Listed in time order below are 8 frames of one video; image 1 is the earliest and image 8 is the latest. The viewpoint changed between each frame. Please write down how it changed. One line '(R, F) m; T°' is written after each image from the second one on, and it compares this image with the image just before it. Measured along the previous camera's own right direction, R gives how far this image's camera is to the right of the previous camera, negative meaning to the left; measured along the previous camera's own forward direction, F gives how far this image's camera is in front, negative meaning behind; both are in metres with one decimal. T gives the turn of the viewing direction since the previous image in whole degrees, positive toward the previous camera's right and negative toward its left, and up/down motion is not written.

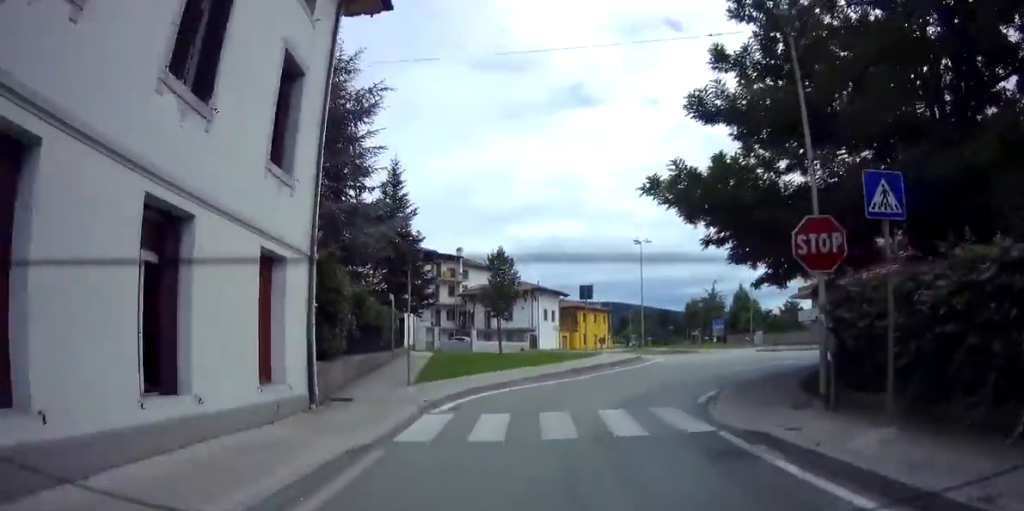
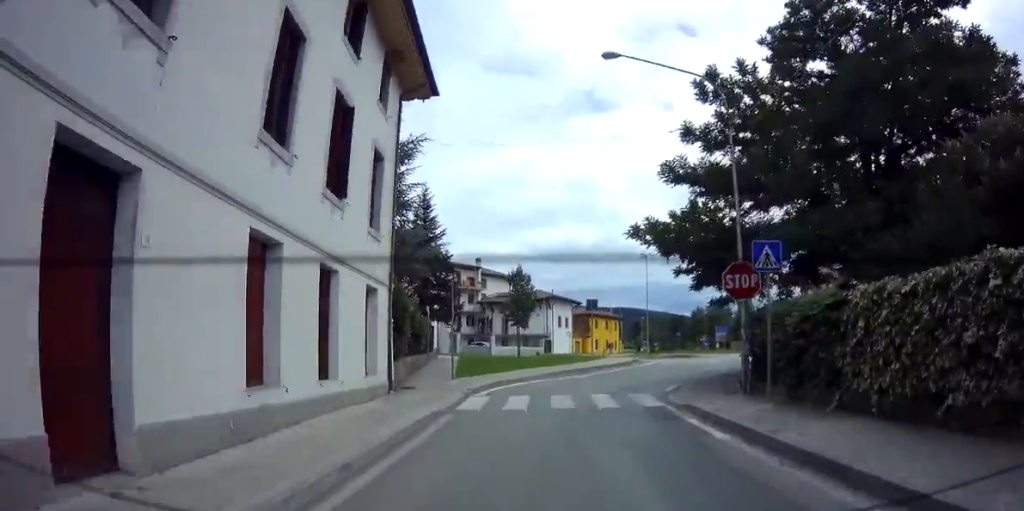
(-0.4, +4.1) m; -5°
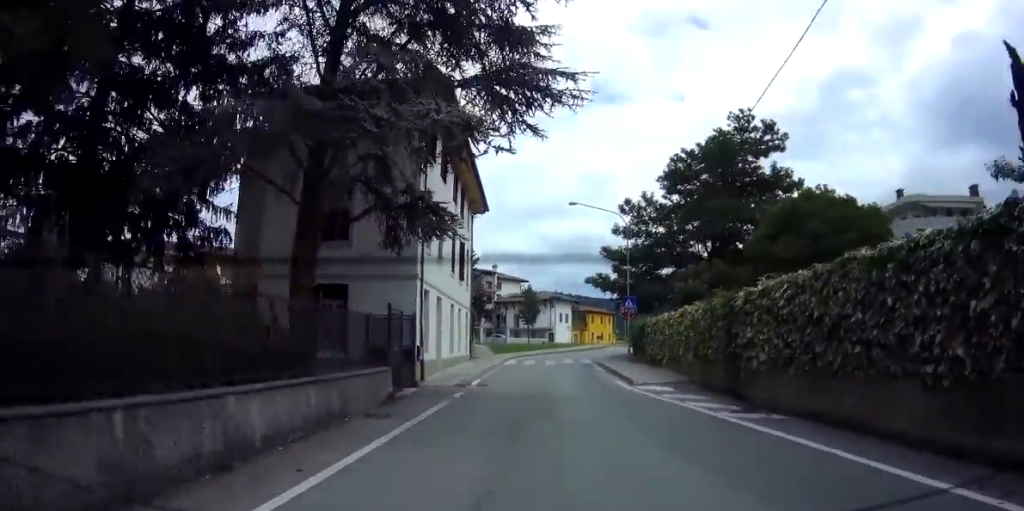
(-0.2, +16.8) m; +2°
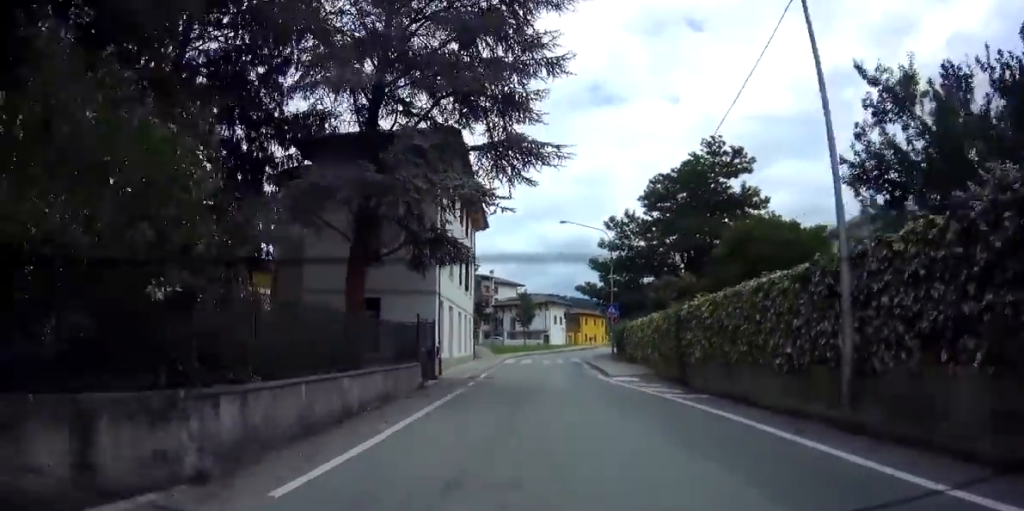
(+0.1, +4.1) m; +1°
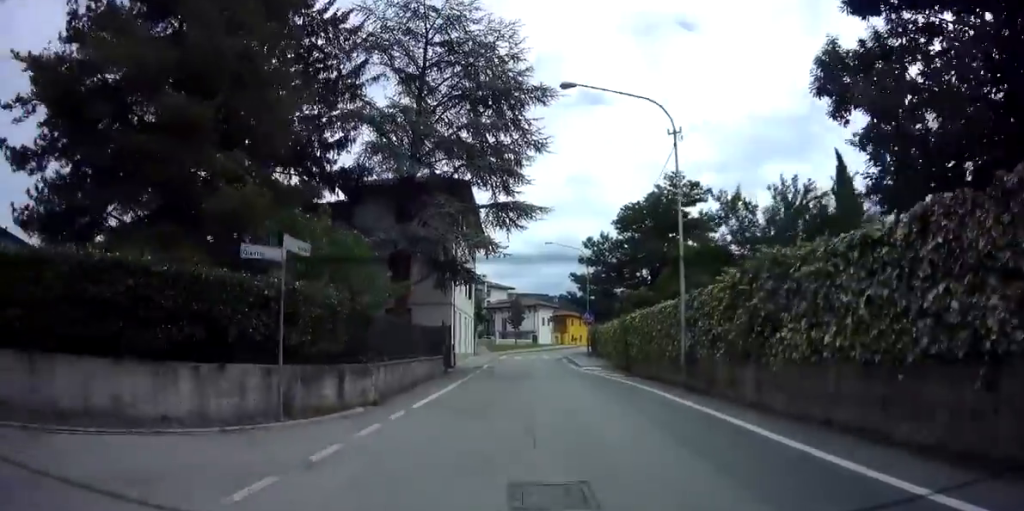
(+0.1, +7.1) m; 0°
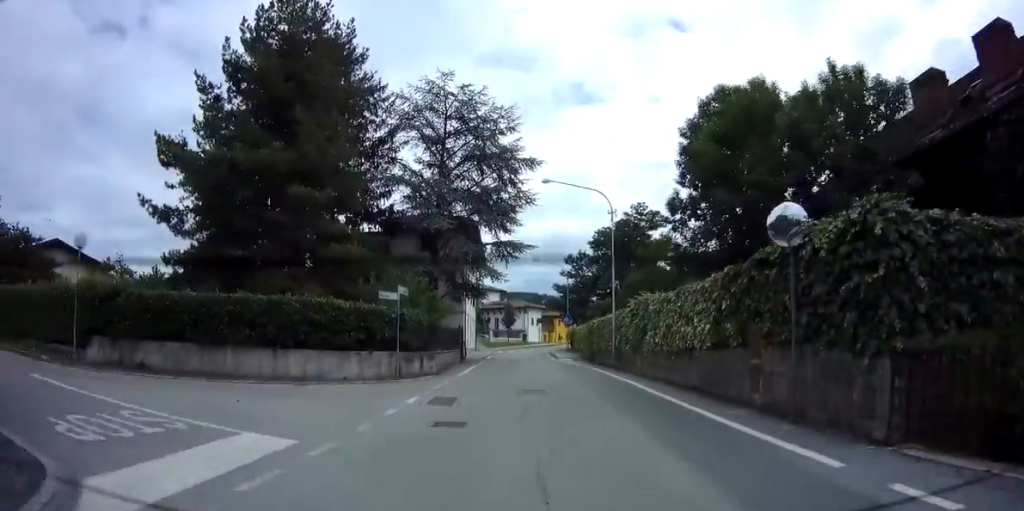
(-0.1, +9.5) m; +1°
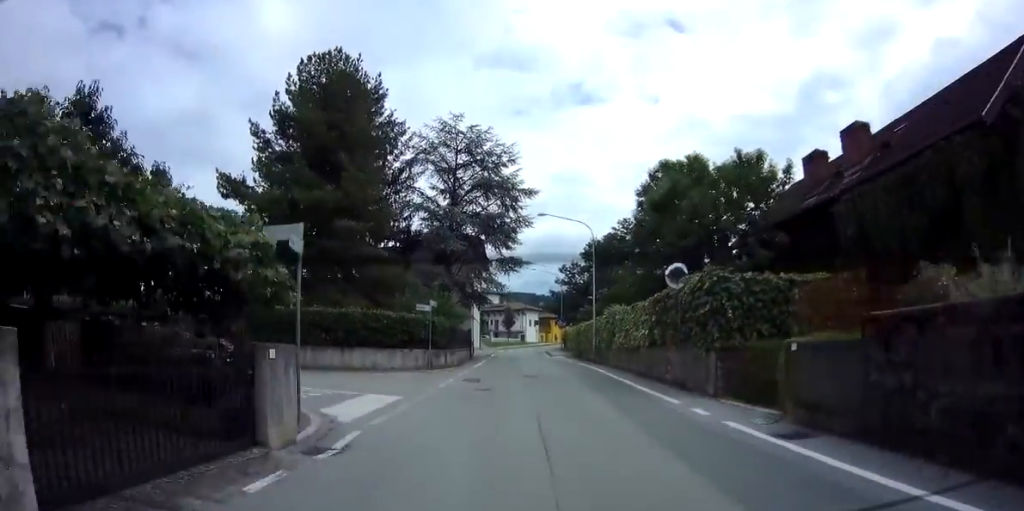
(0.0, +6.4) m; +1°
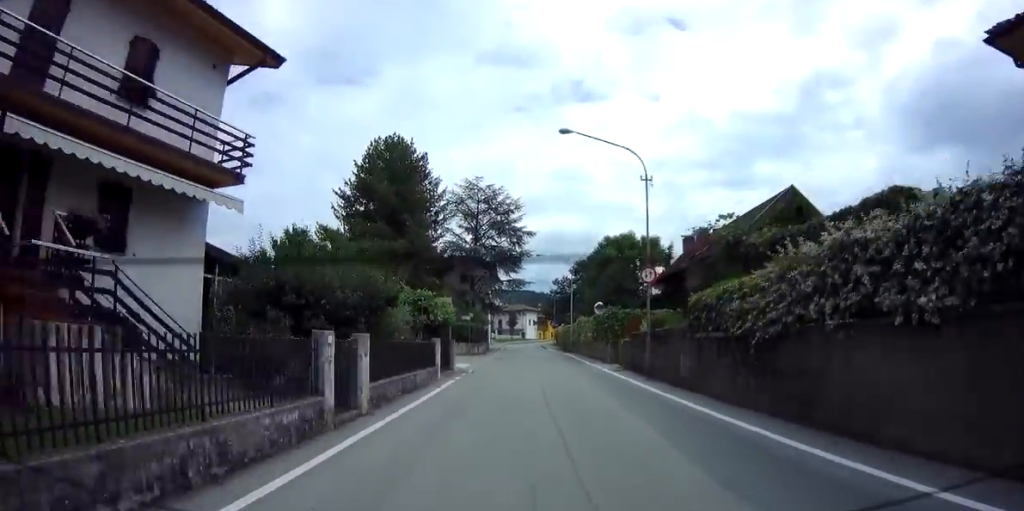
(+0.5, +16.9) m; +2°
